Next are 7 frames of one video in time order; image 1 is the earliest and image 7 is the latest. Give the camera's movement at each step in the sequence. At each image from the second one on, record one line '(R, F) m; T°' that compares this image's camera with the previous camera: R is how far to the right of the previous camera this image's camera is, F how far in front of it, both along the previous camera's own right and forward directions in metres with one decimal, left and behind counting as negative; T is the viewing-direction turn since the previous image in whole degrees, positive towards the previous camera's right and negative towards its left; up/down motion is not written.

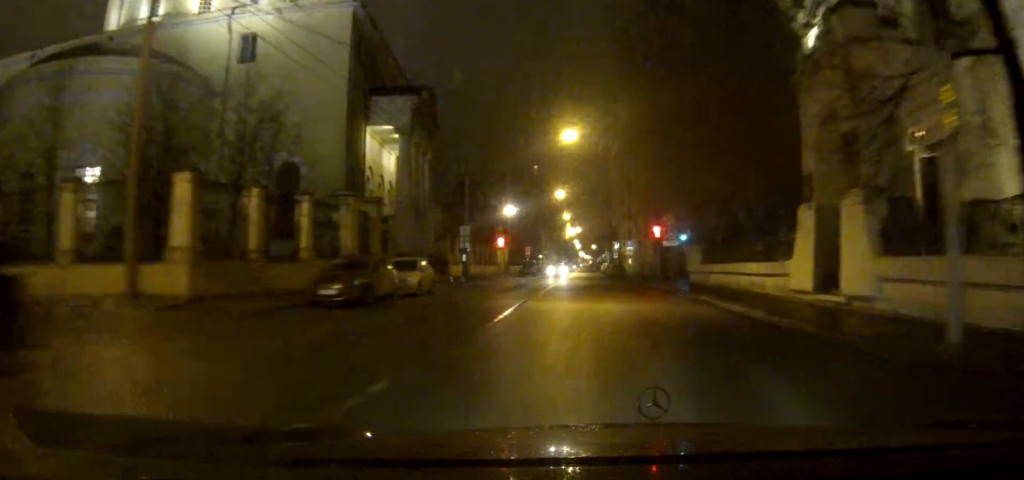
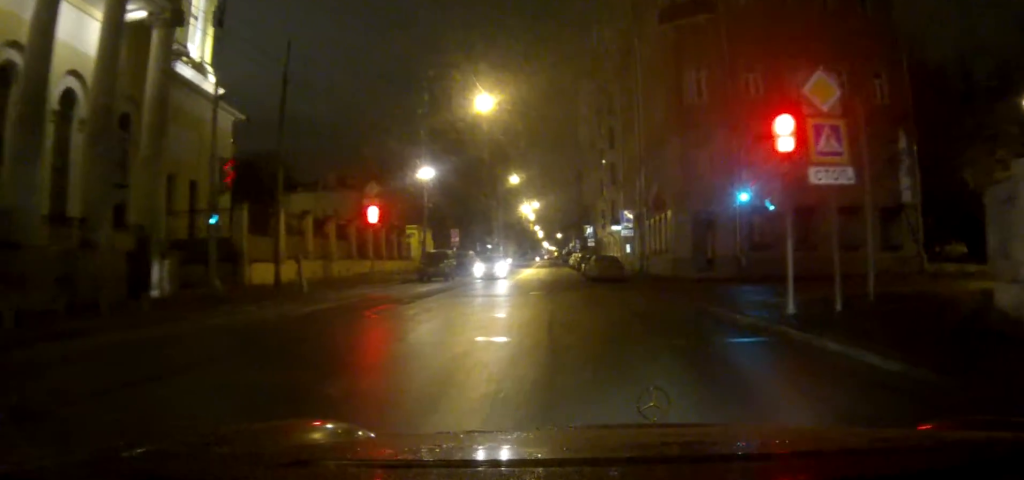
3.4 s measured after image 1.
(+0.2, +38.0) m; +2°
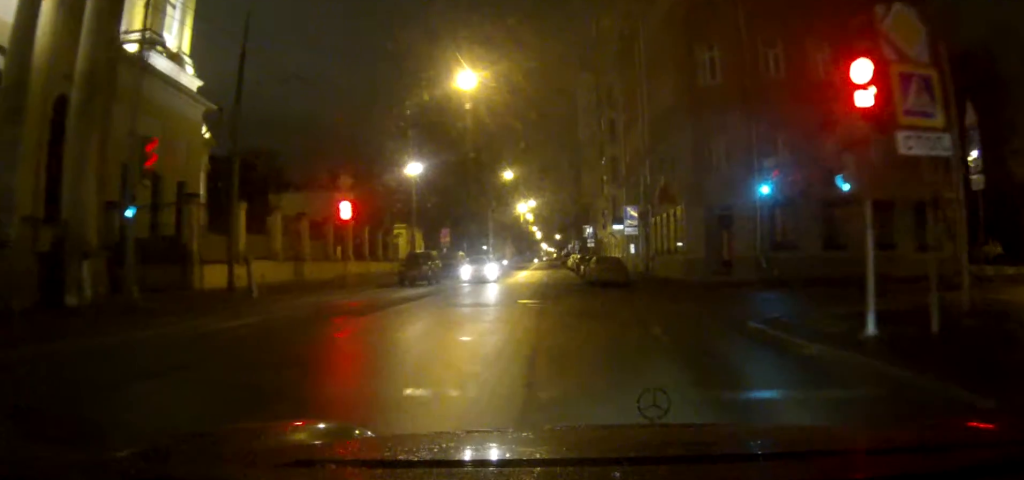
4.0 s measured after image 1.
(0.0, +4.7) m; +1°
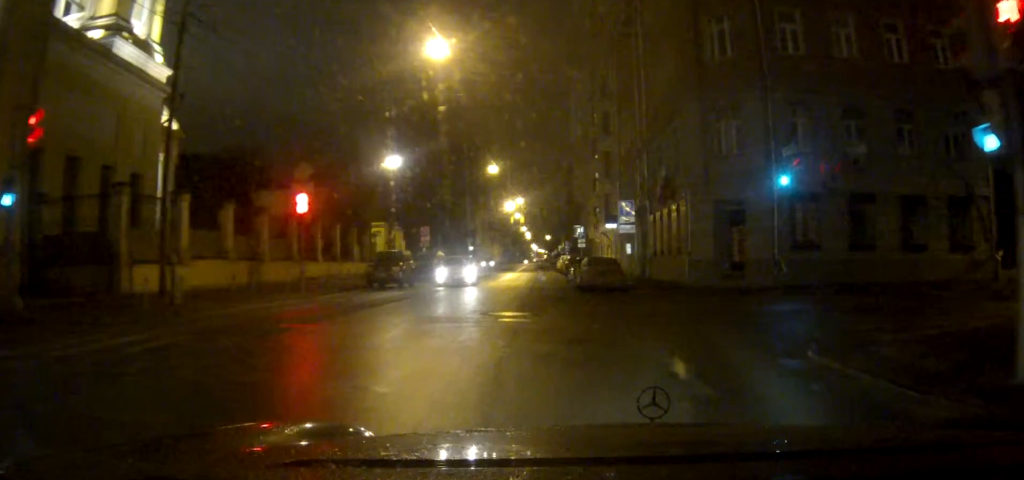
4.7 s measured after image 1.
(+0.1, +4.6) m; +2°
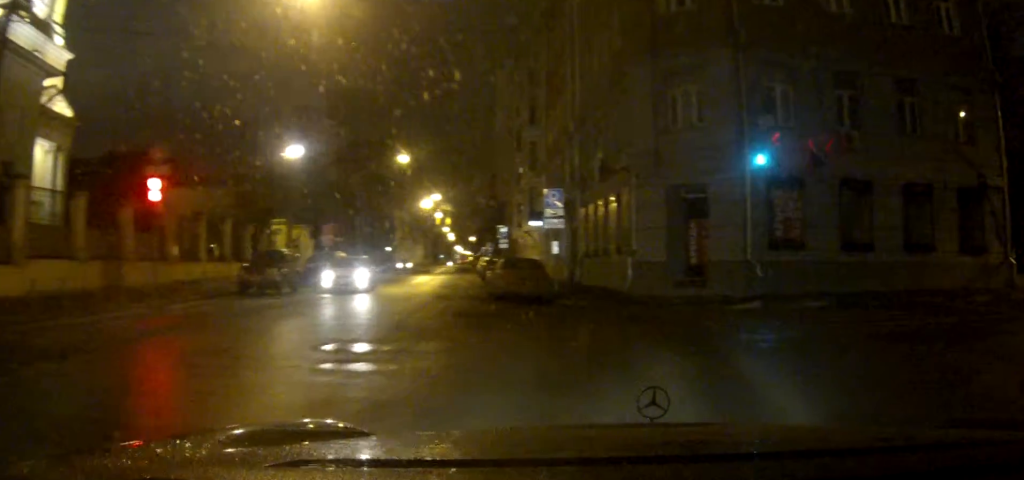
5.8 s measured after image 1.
(+0.3, +6.3) m; +9°
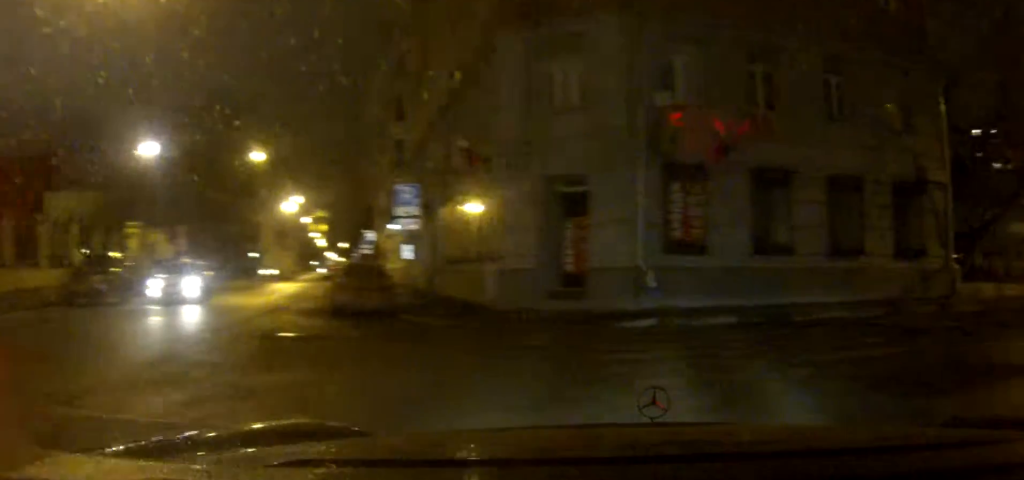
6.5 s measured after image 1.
(+0.2, +3.5) m; +11°
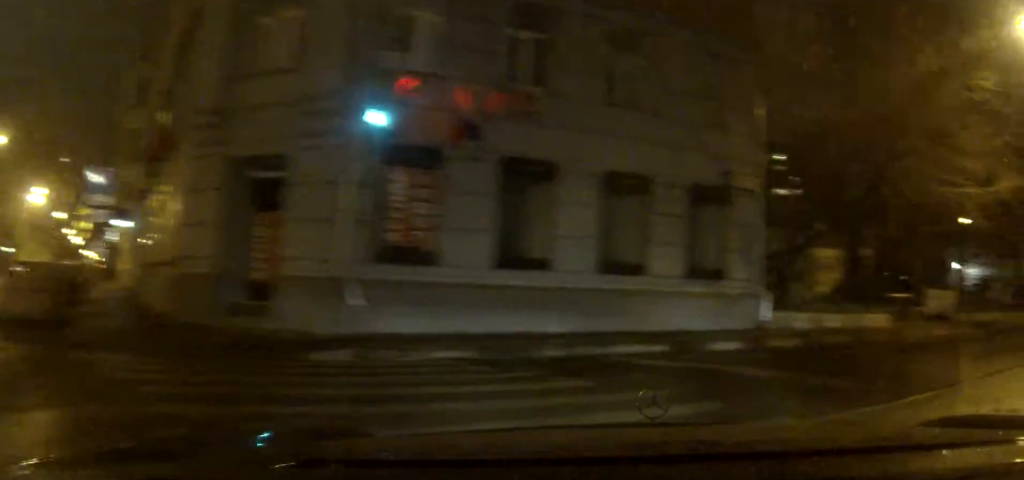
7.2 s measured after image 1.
(+0.1, +3.5) m; +17°
